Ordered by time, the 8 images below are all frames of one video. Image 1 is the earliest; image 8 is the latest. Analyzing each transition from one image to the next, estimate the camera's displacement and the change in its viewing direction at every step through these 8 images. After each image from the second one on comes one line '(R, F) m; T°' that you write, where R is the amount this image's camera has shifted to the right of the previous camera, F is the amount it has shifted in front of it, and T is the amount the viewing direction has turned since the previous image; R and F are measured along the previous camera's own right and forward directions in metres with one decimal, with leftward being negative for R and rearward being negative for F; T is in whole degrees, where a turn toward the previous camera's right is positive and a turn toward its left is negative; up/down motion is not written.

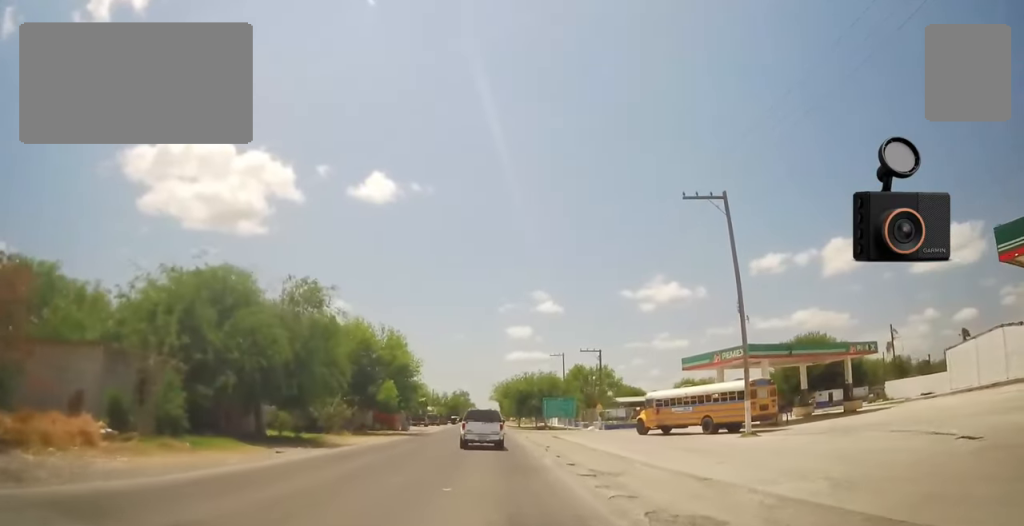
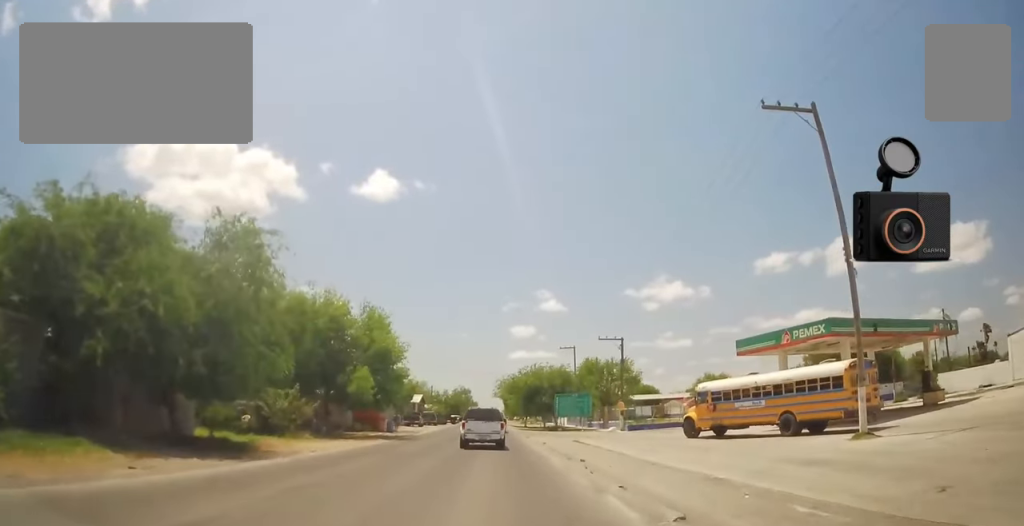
(0.0, +9.2) m; 0°
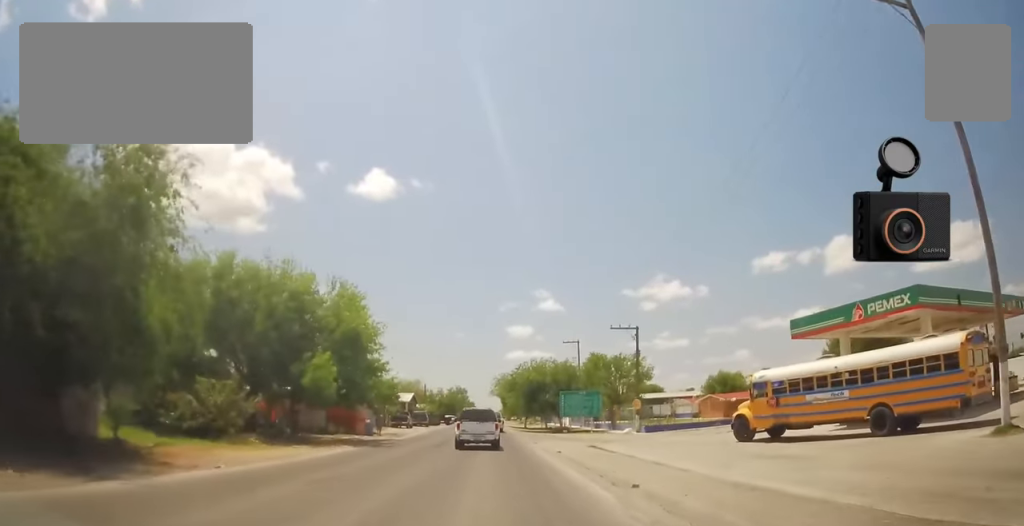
(0.0, +7.0) m; 0°
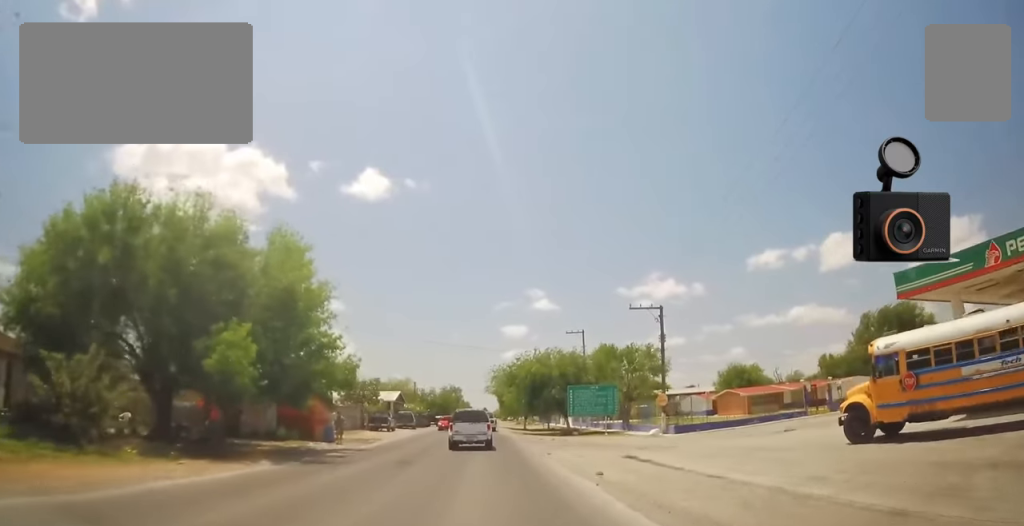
(0.0, +8.7) m; 0°
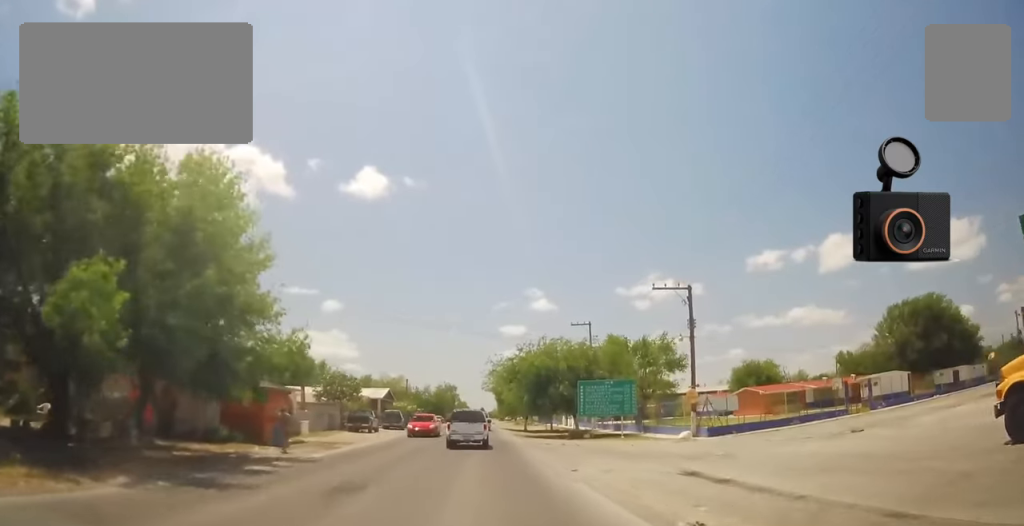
(0.0, +6.7) m; 0°
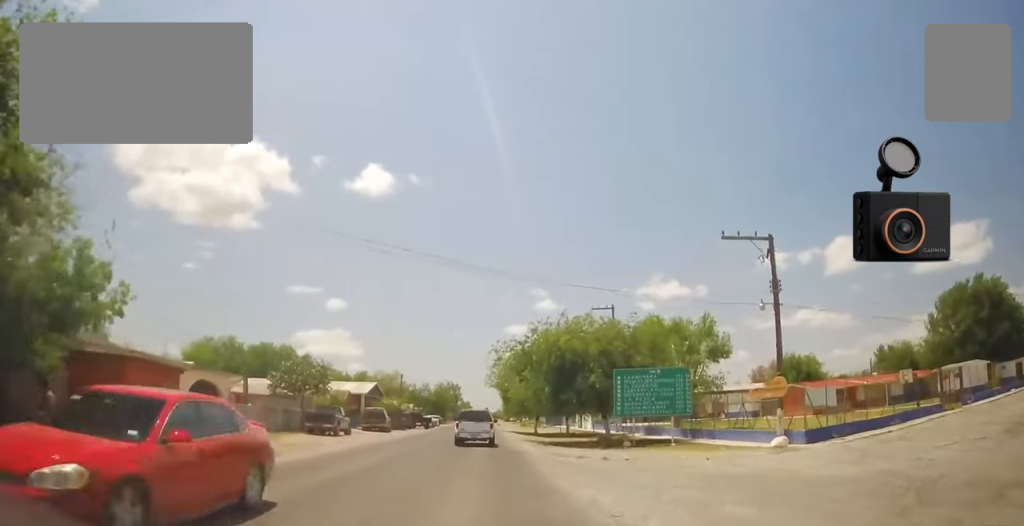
(0.0, +10.4) m; 0°
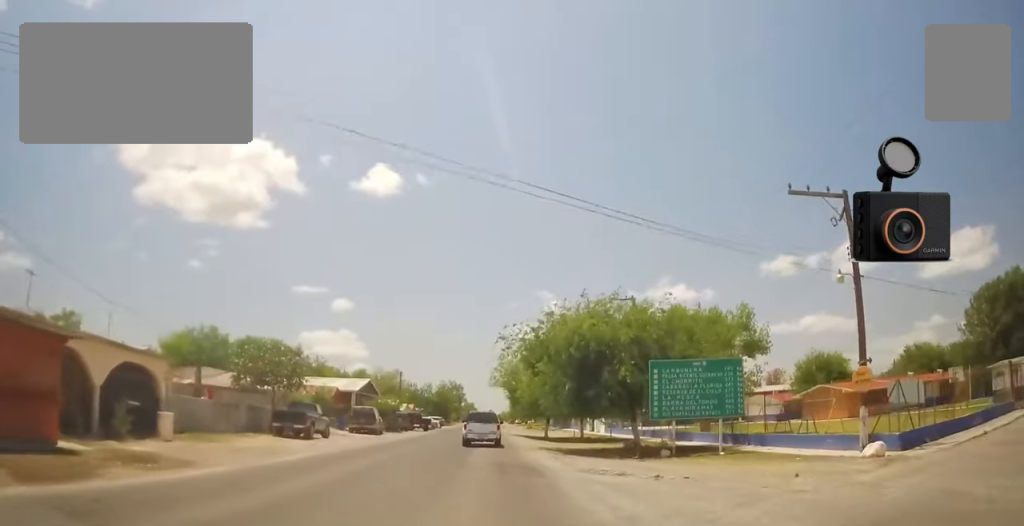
(0.0, +5.7) m; 0°
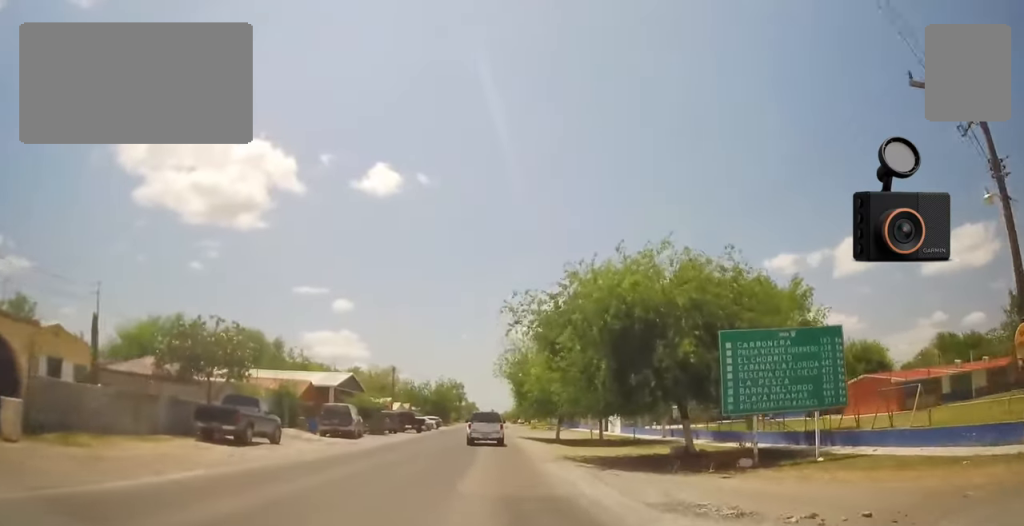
(0.0, +7.3) m; +1°
